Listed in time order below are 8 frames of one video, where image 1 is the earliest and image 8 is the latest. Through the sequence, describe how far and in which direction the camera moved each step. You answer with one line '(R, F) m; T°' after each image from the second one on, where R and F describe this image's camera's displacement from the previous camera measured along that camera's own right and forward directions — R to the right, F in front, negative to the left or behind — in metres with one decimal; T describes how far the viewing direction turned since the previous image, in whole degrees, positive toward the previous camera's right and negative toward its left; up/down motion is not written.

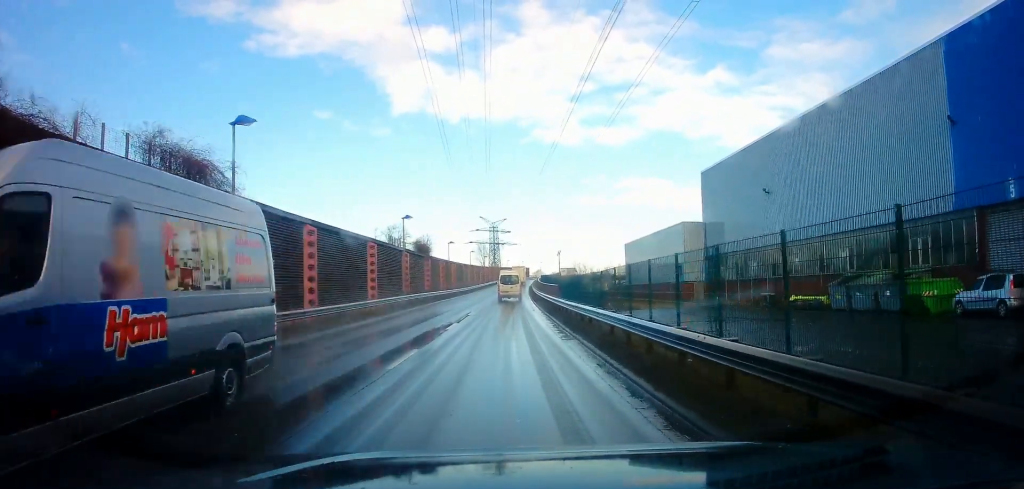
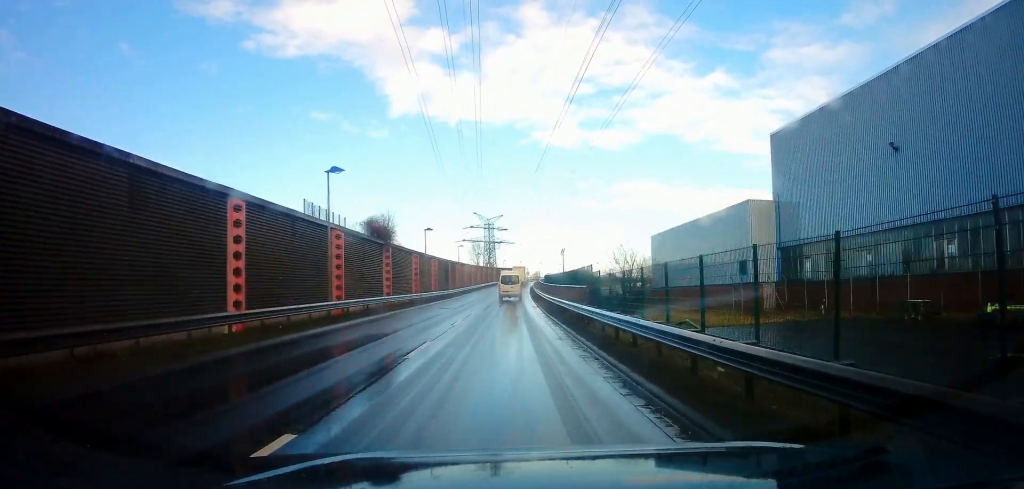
(+0.1, +16.7) m; 0°
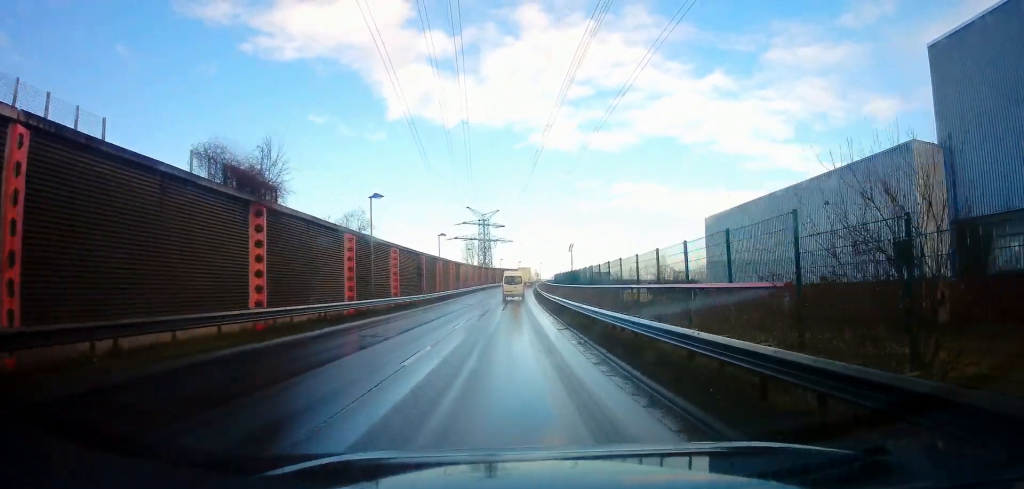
(-0.1, +19.1) m; 0°
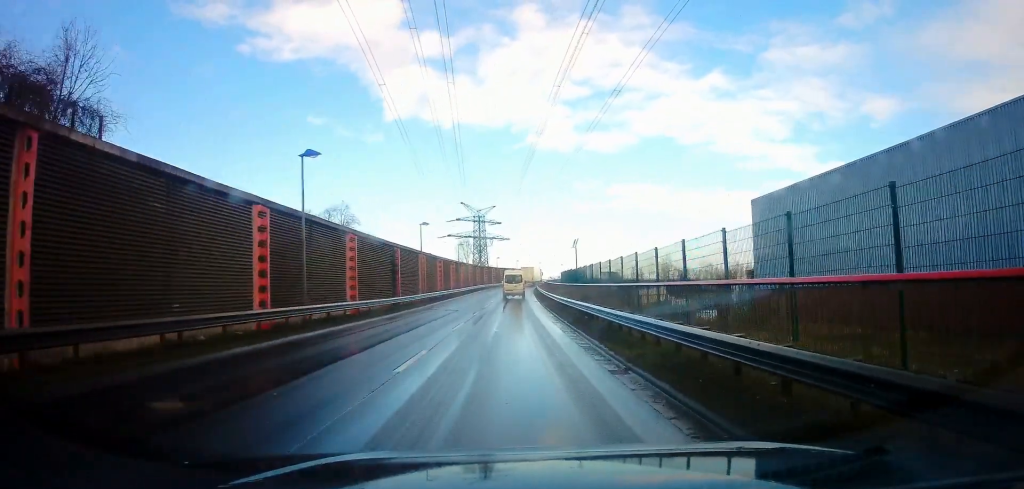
(0.0, +9.9) m; +1°
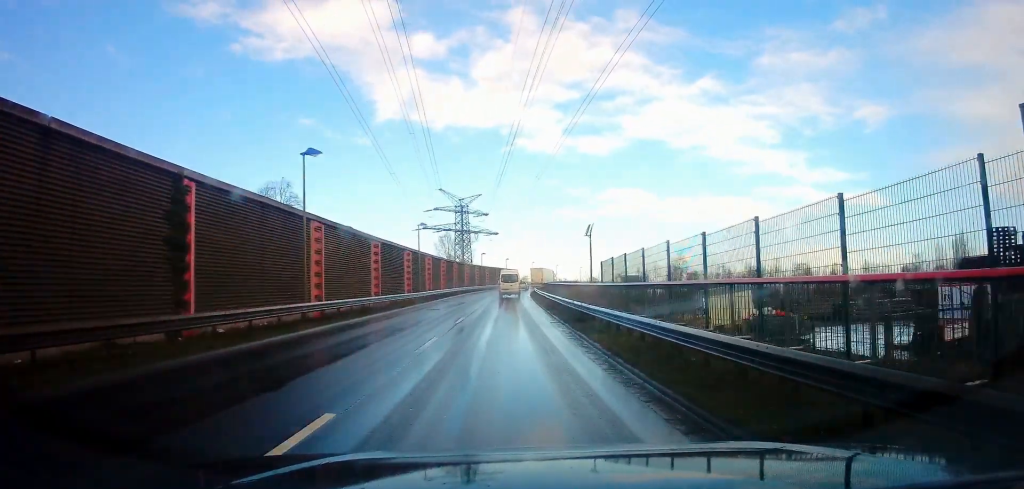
(+0.1, +24.4) m; 0°
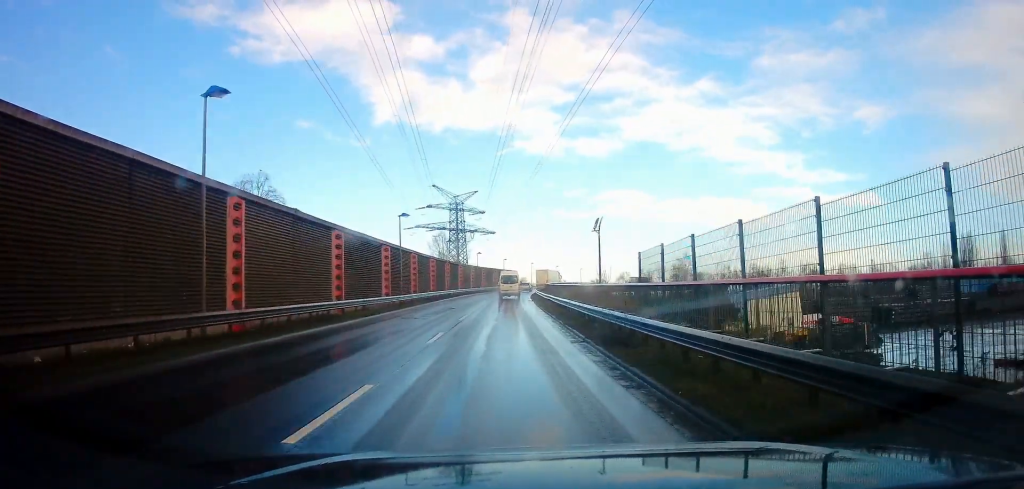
(0.0, +7.2) m; +1°
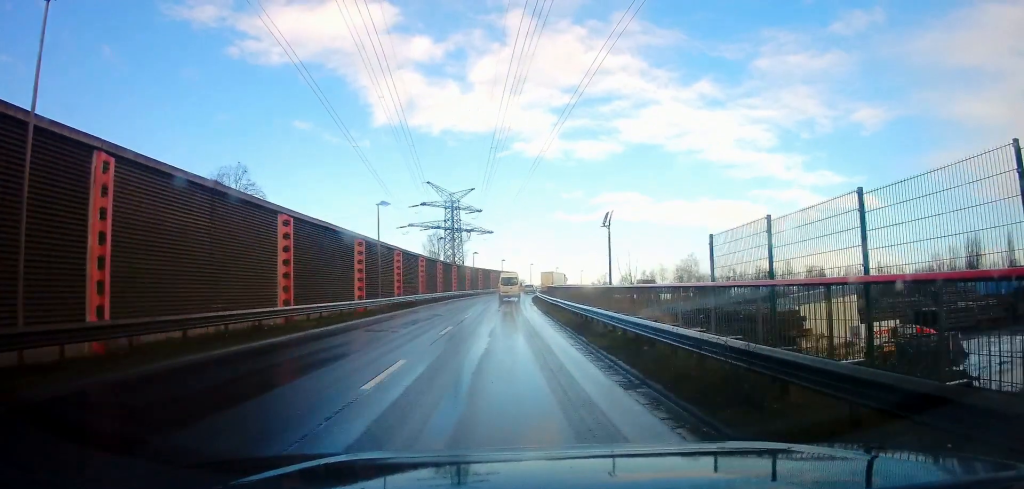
(0.0, +6.2) m; +1°
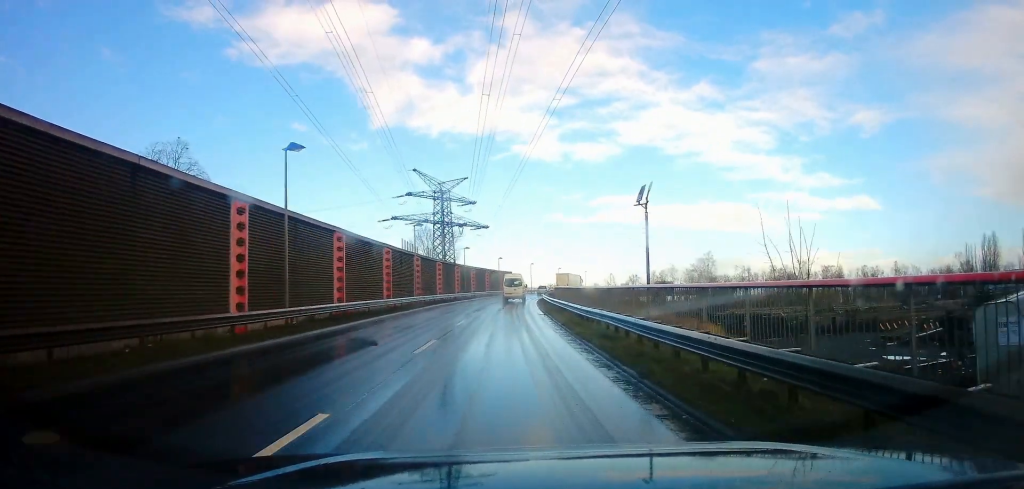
(+0.2, +13.7) m; +1°
